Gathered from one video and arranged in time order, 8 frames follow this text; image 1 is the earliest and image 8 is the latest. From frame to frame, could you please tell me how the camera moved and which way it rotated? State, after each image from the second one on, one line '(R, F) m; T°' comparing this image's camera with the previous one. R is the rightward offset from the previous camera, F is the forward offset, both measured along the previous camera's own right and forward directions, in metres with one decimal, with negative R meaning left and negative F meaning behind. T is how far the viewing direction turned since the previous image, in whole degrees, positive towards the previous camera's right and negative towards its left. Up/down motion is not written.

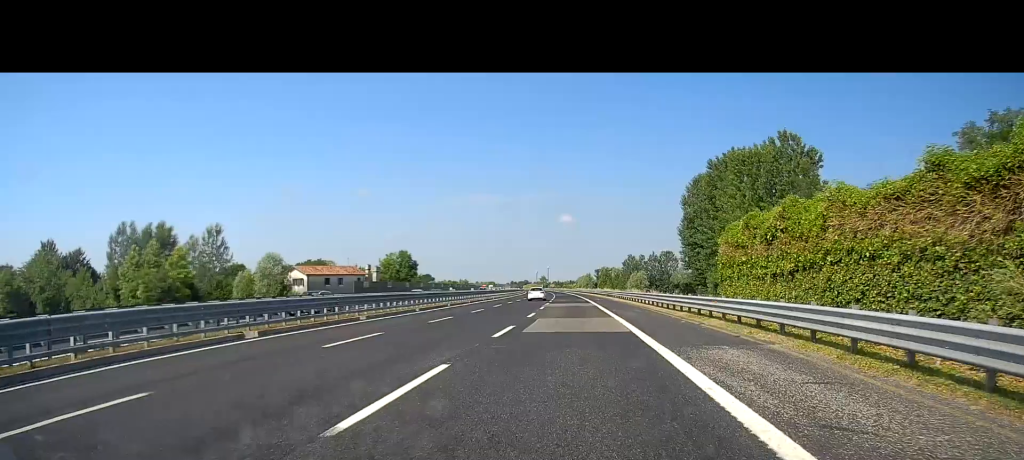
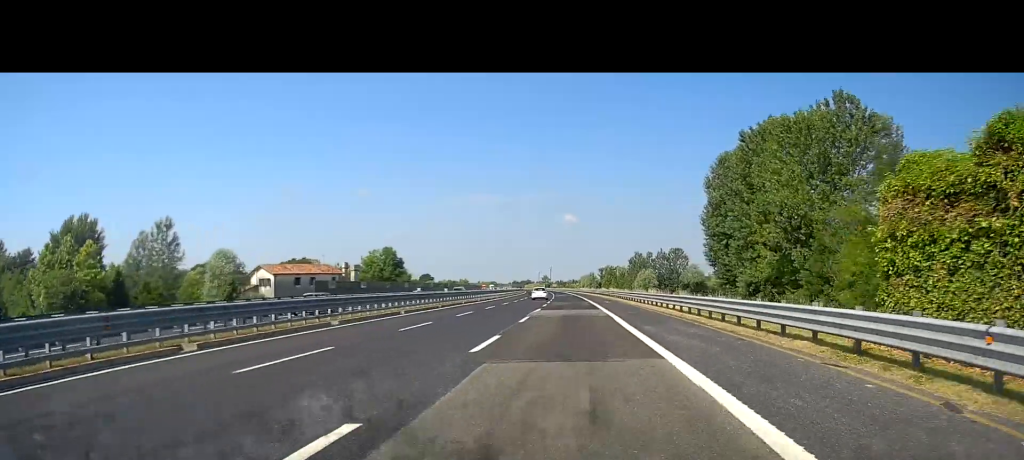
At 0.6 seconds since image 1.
(0.0, +16.1) m; 0°
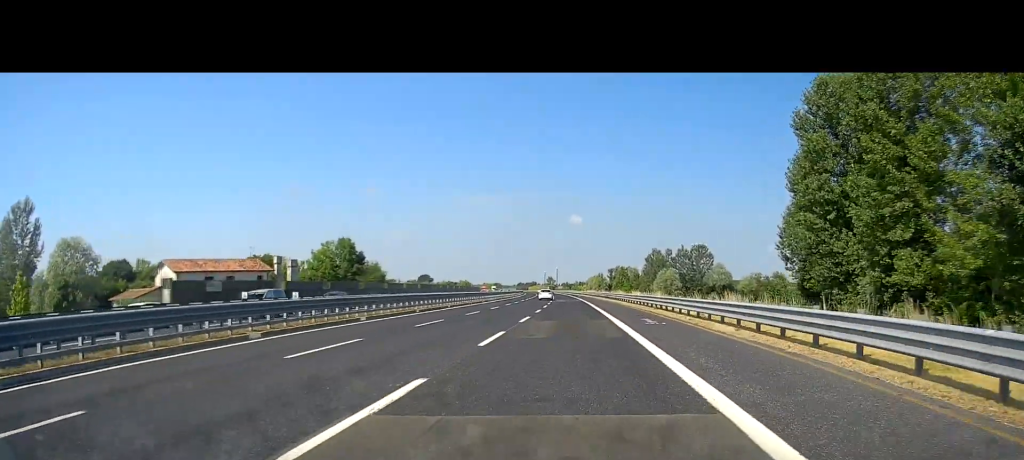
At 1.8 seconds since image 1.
(-0.3, +32.2) m; -1°
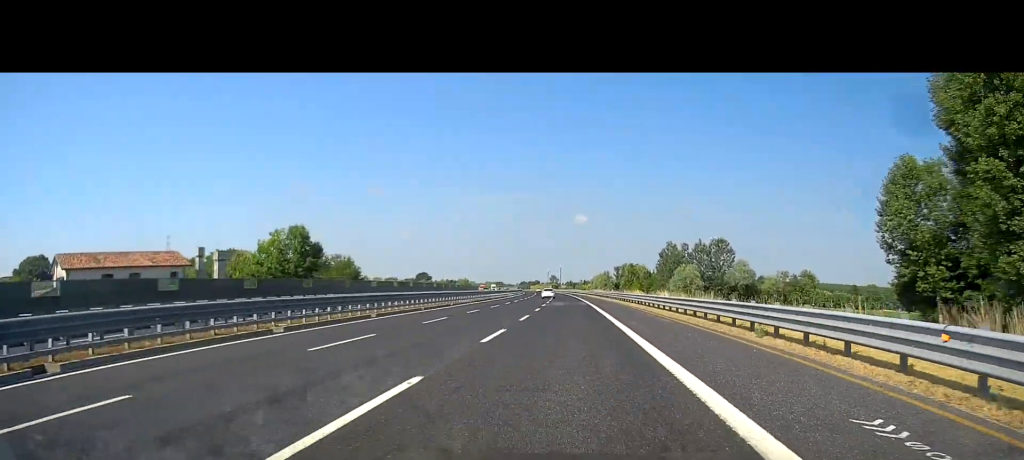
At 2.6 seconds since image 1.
(+0.1, +22.3) m; 0°
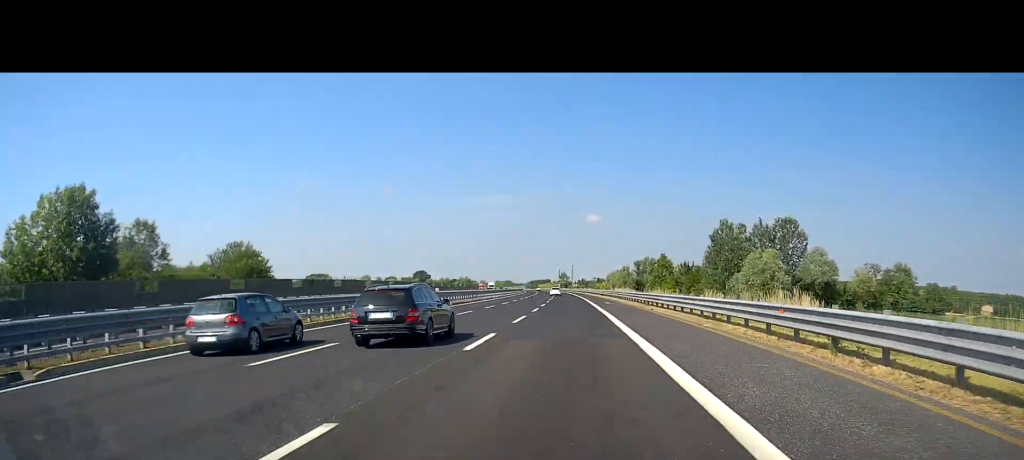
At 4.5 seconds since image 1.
(-0.2, +48.6) m; -1°
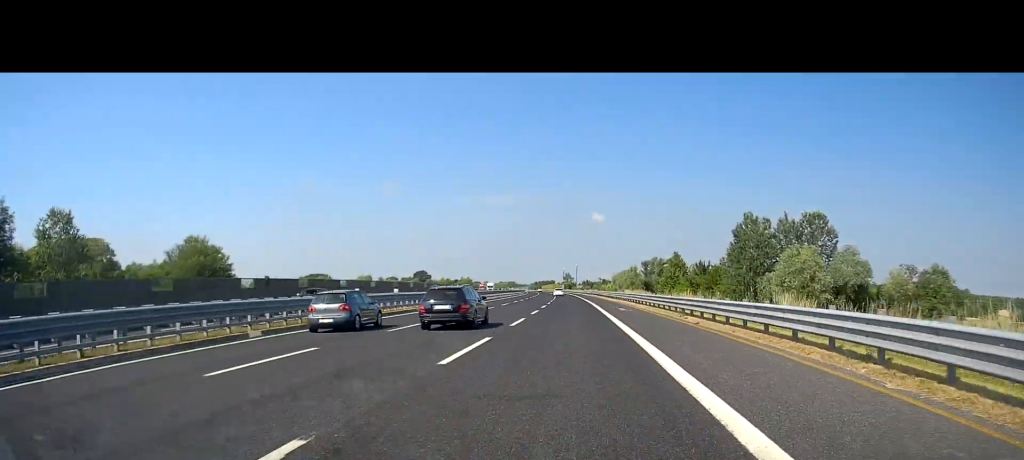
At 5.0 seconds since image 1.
(+0.2, +13.2) m; 0°
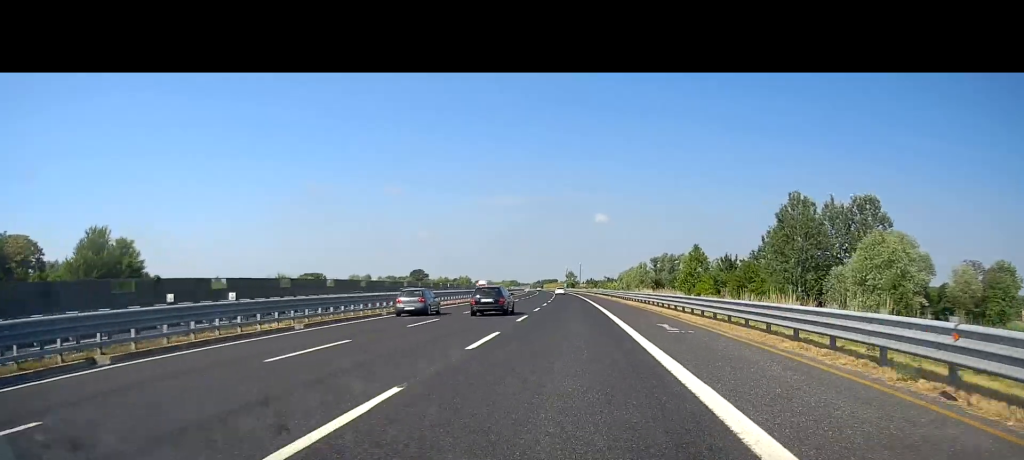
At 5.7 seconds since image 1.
(-0.3, +20.1) m; -1°
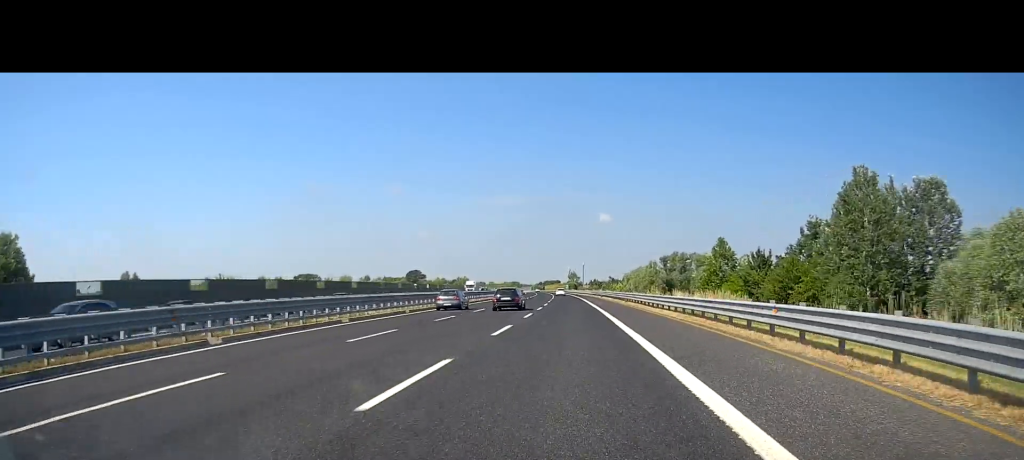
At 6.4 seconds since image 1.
(-0.1, +18.3) m; 0°
